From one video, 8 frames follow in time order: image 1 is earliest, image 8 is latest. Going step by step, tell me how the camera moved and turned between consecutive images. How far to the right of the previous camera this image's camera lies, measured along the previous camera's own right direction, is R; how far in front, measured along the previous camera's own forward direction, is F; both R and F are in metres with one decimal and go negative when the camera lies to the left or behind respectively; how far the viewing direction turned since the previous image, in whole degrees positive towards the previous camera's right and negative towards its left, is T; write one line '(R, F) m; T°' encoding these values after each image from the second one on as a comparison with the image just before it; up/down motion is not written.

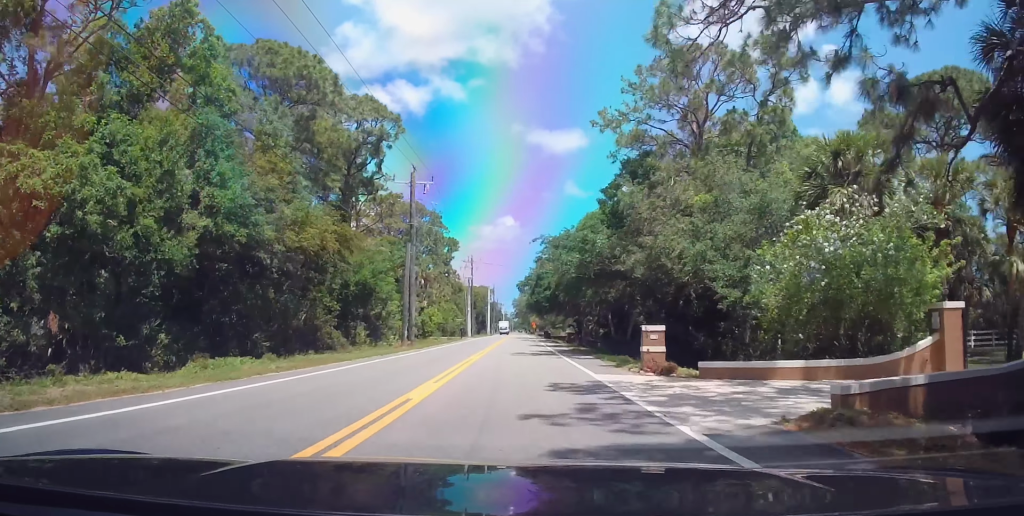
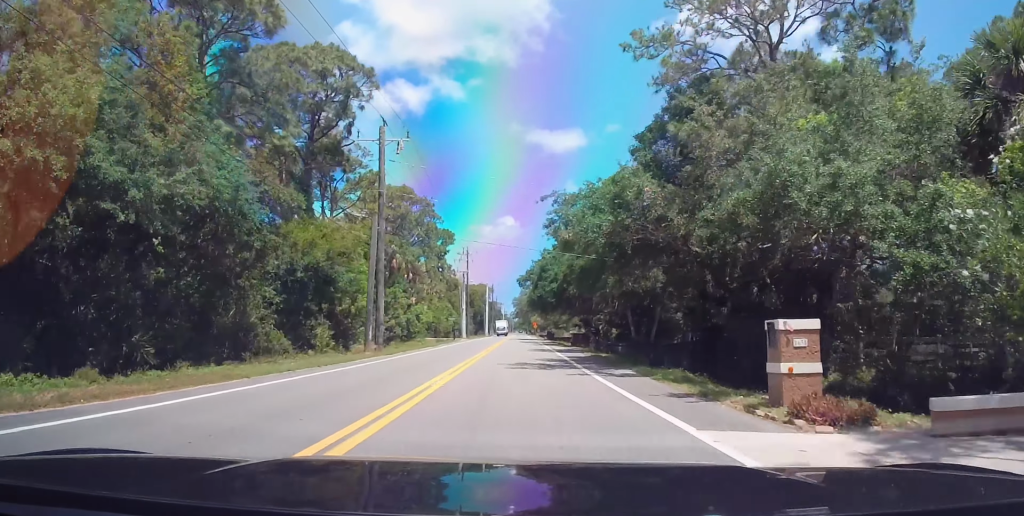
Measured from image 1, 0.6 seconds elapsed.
(0.0, +10.0) m; 0°
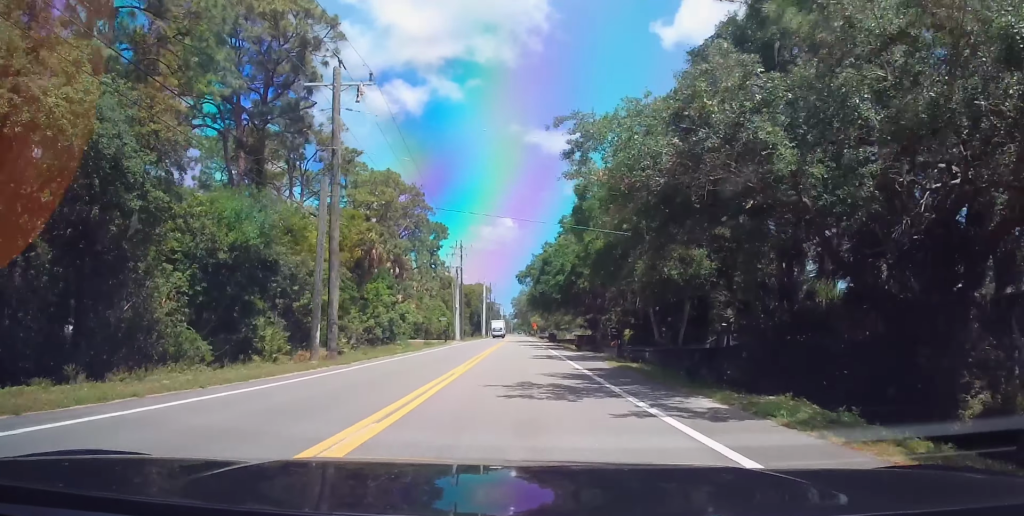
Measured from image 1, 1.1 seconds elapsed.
(-0.2, +8.3) m; 0°
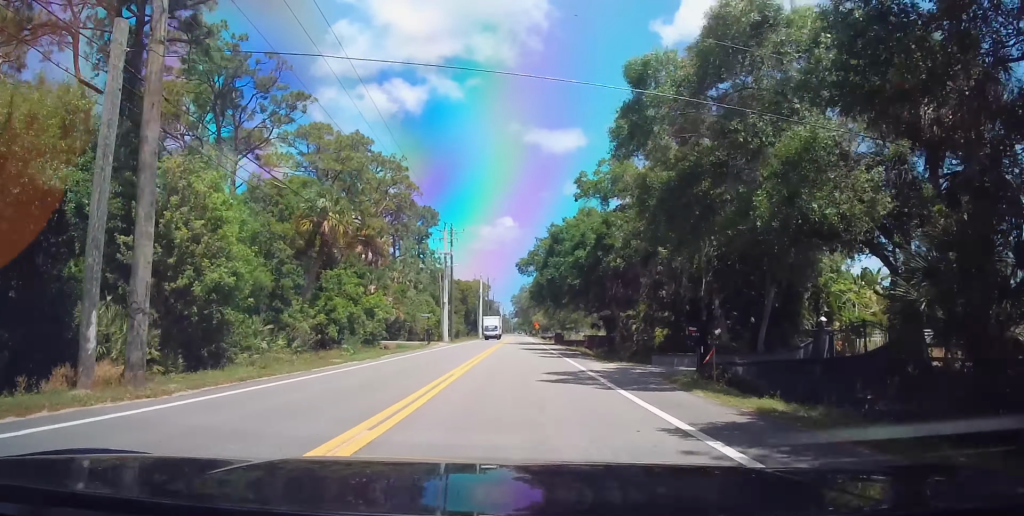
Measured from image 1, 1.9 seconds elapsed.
(+0.1, +13.1) m; +1°
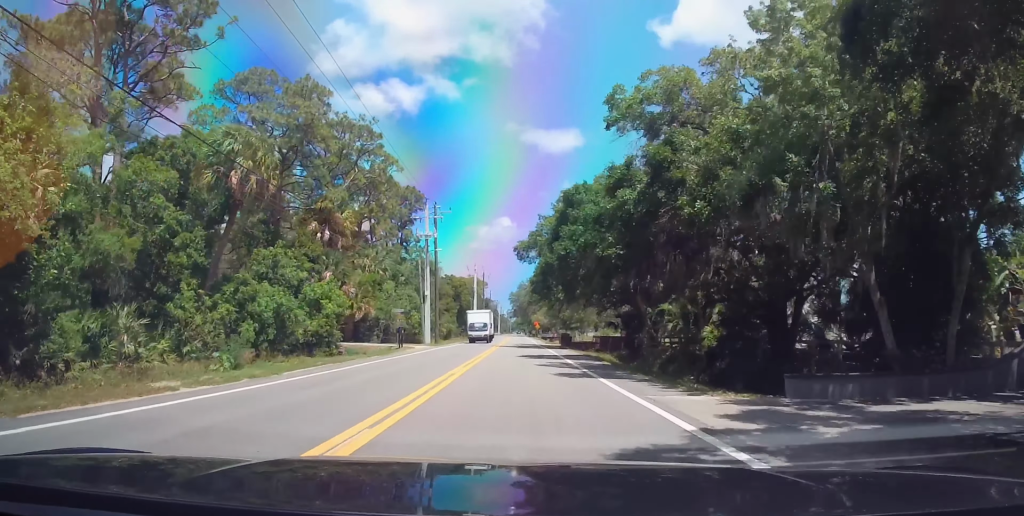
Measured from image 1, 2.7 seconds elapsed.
(+0.2, +12.5) m; +1°
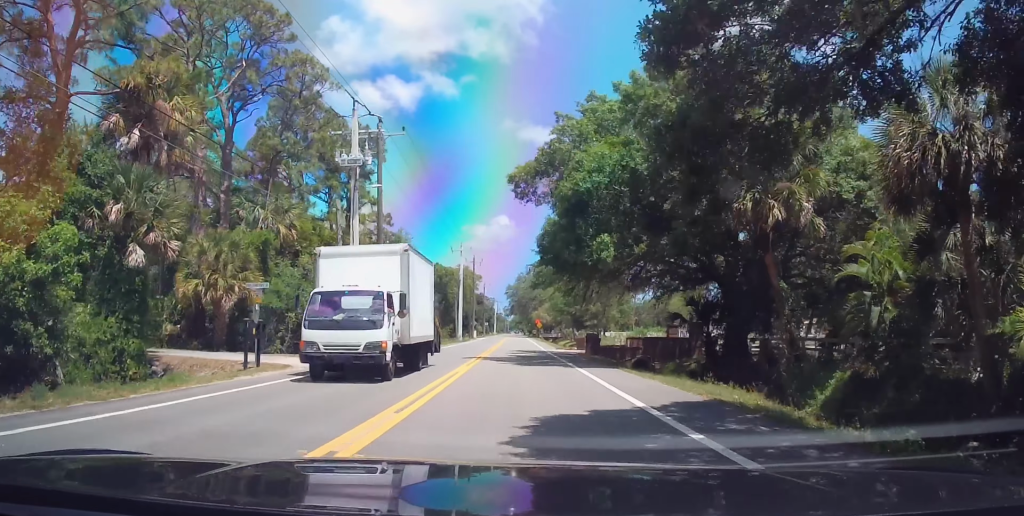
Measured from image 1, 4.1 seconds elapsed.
(0.0, +23.2) m; 0°
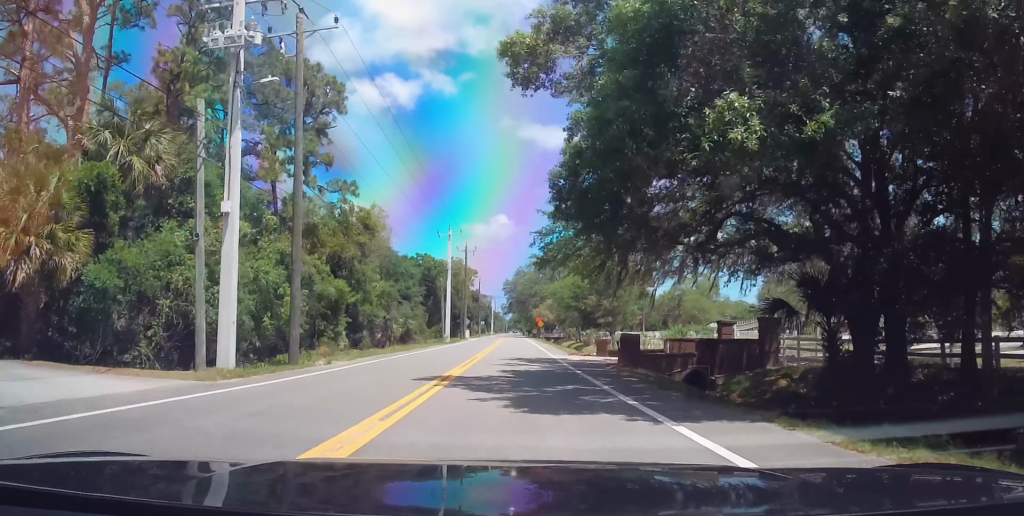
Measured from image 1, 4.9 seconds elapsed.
(0.0, +13.0) m; 0°
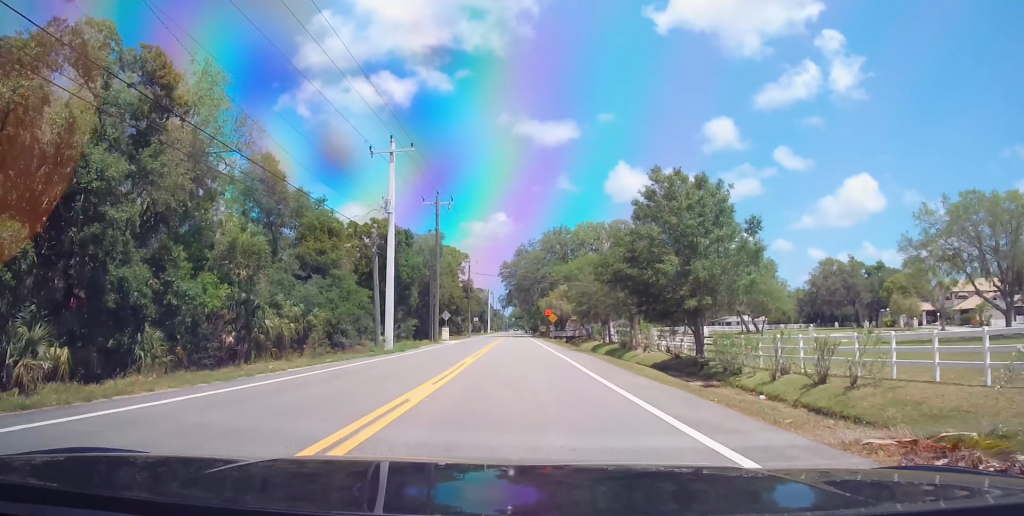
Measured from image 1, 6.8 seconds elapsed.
(0.0, +31.4) m; -1°
